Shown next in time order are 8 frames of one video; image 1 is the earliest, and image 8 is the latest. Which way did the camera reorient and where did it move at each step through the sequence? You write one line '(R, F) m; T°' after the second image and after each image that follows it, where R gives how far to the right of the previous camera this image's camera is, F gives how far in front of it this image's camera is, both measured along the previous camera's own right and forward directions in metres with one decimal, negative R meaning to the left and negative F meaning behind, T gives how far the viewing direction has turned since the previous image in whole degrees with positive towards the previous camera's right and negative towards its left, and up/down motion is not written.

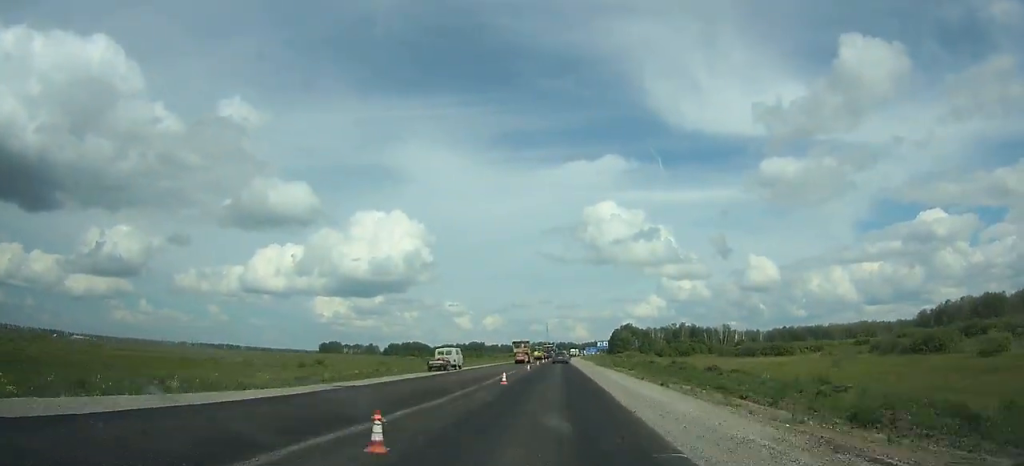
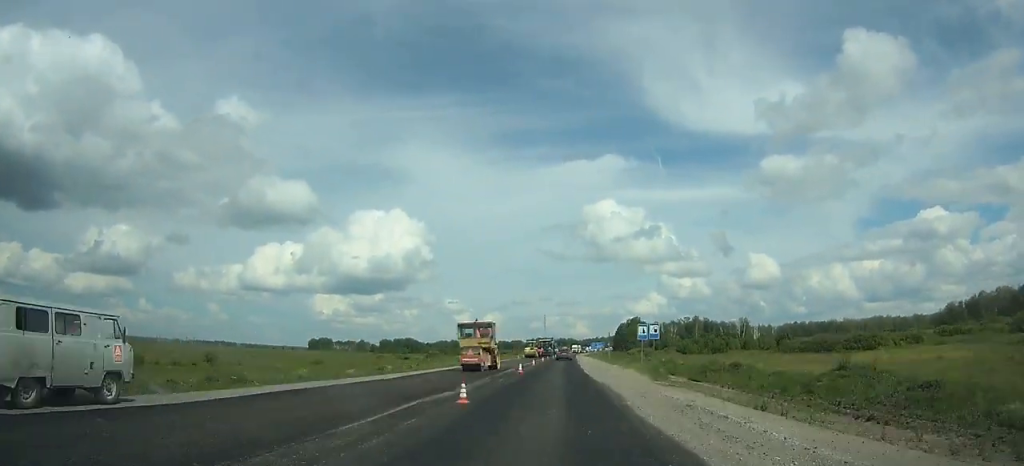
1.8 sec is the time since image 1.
(+0.1, +39.9) m; +1°
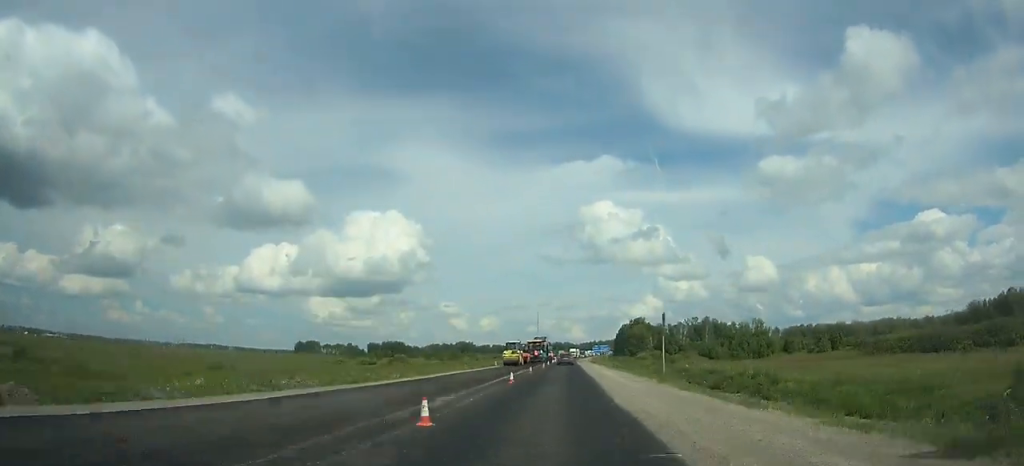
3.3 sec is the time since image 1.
(+0.1, +31.8) m; +1°
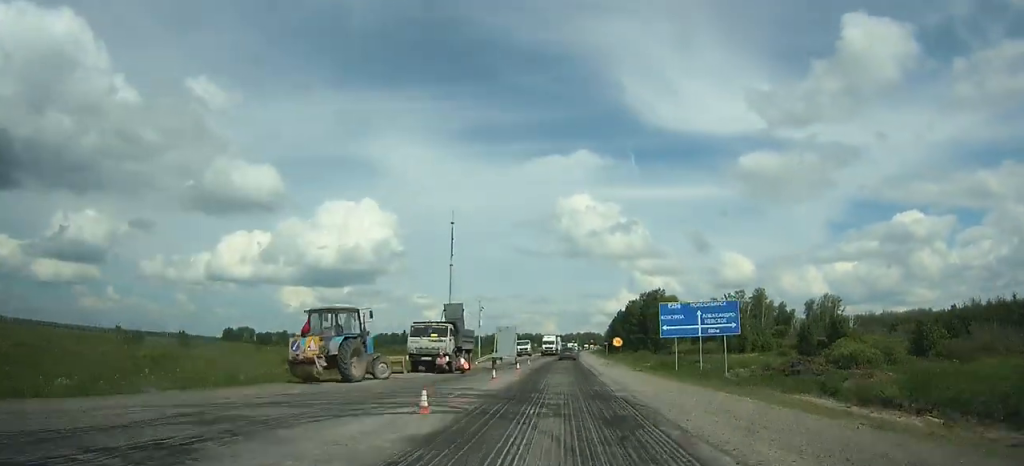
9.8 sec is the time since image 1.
(+2.5, +132.4) m; +2°
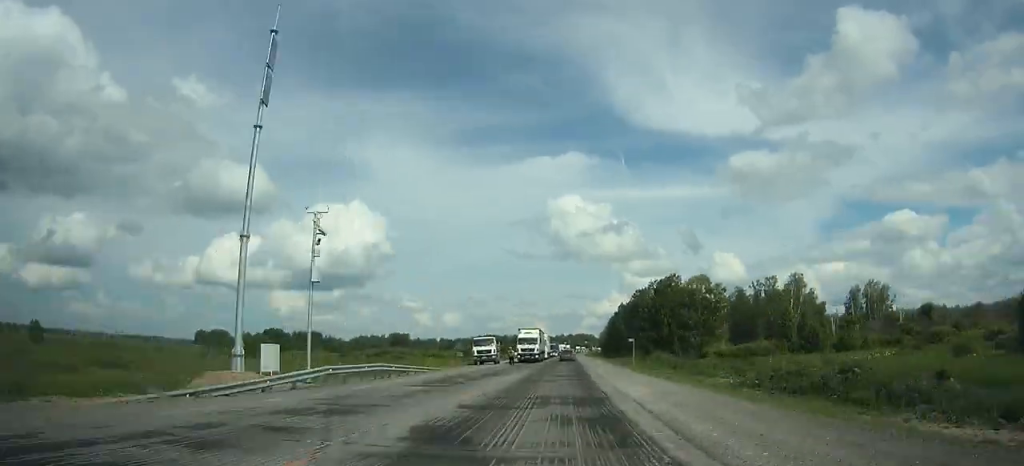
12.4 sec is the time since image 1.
(+0.5, +48.4) m; +1°
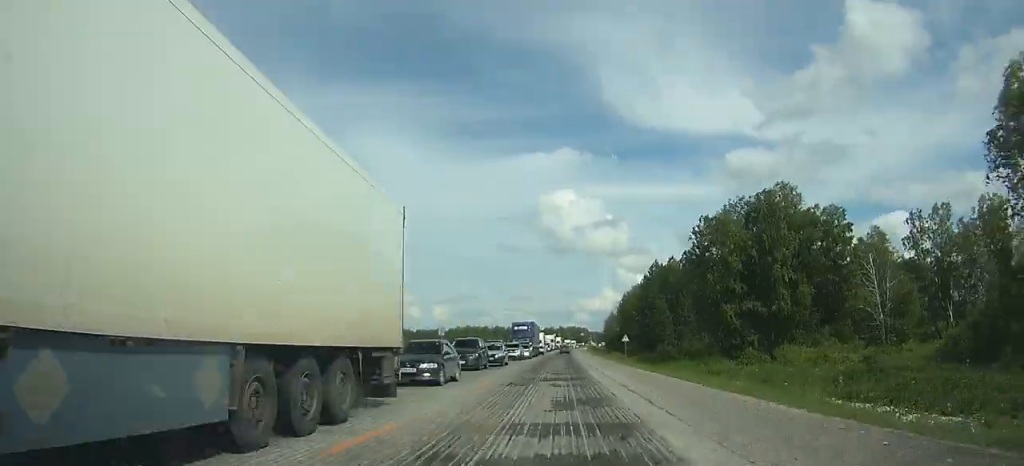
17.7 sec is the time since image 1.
(+1.1, +93.6) m; +1°
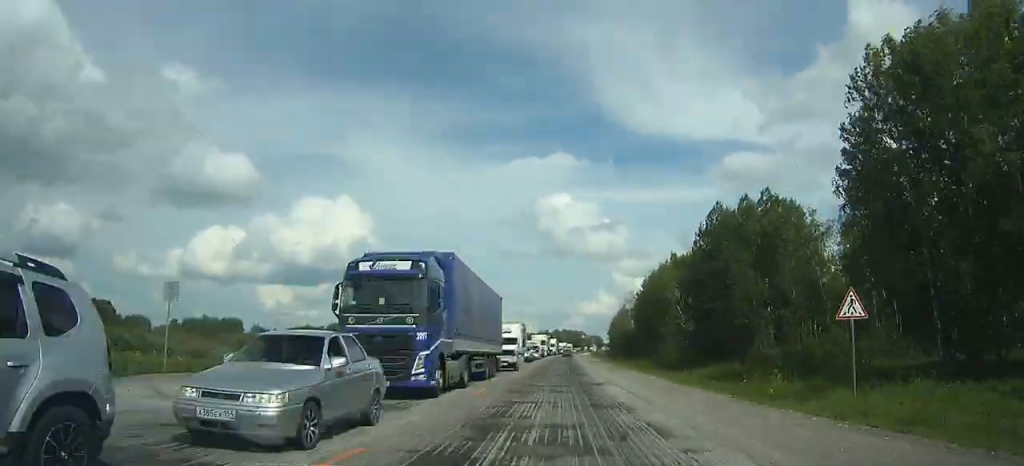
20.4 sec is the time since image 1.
(+0.1, +48.8) m; 0°
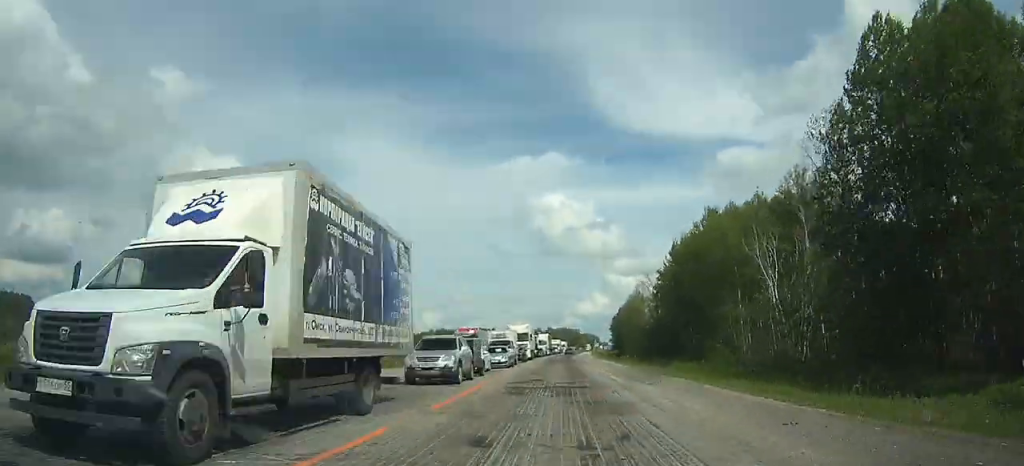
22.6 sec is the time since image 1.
(+0.1, +41.3) m; +1°
